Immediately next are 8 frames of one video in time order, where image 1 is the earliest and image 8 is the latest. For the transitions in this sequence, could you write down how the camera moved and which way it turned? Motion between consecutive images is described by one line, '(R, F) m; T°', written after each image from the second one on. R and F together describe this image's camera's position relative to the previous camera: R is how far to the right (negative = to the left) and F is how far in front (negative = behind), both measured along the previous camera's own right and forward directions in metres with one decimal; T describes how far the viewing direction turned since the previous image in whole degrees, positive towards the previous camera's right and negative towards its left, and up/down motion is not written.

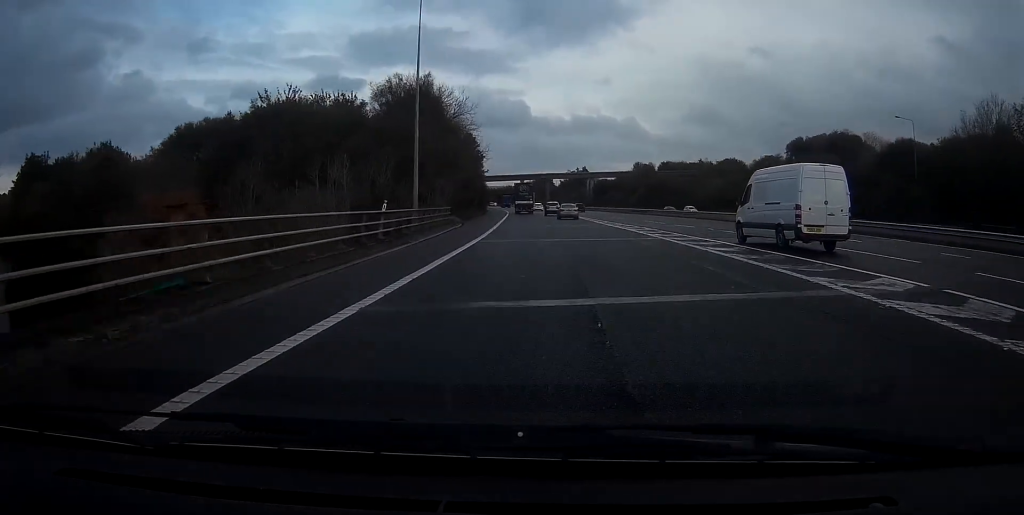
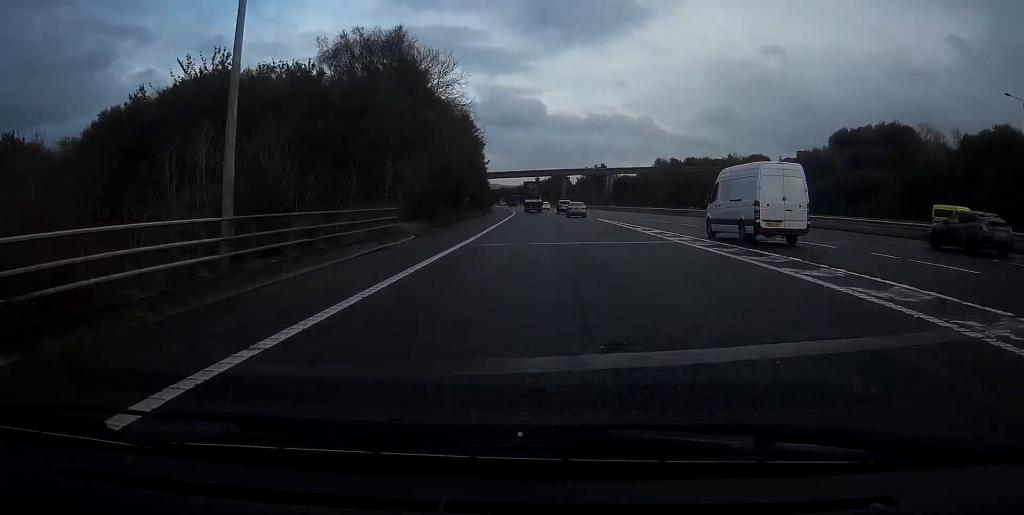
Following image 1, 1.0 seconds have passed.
(-0.2, +21.9) m; -1°
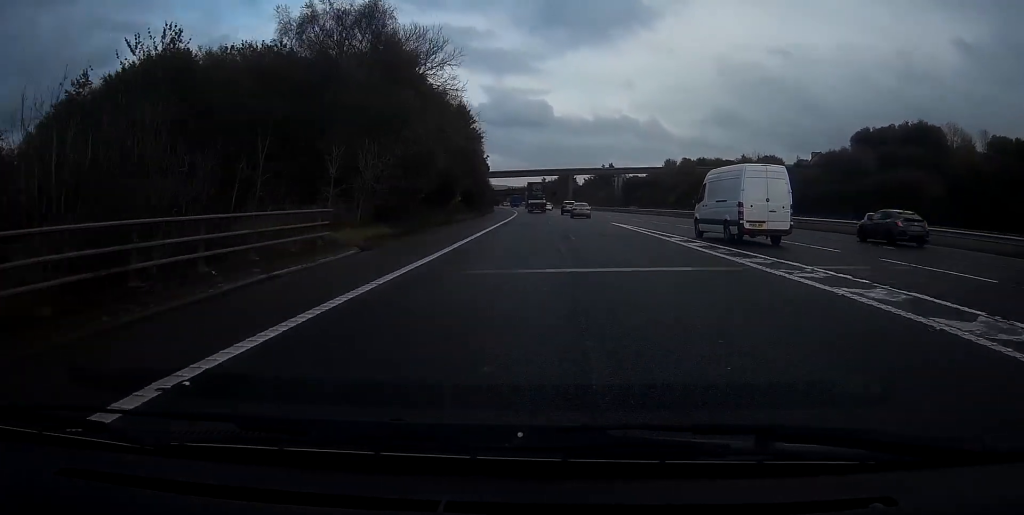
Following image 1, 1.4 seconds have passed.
(0.0, +9.7) m; -1°
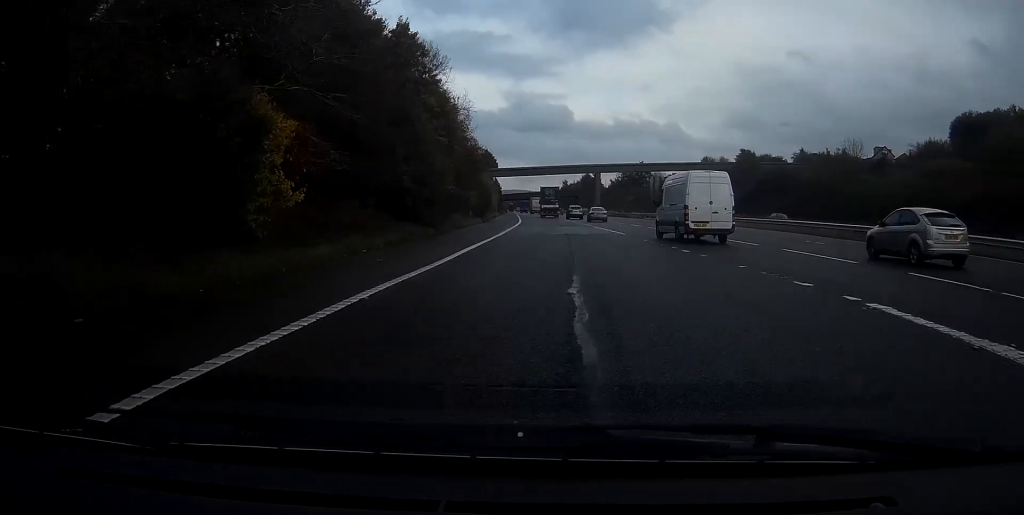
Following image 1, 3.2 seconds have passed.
(-1.1, +39.7) m; -3°
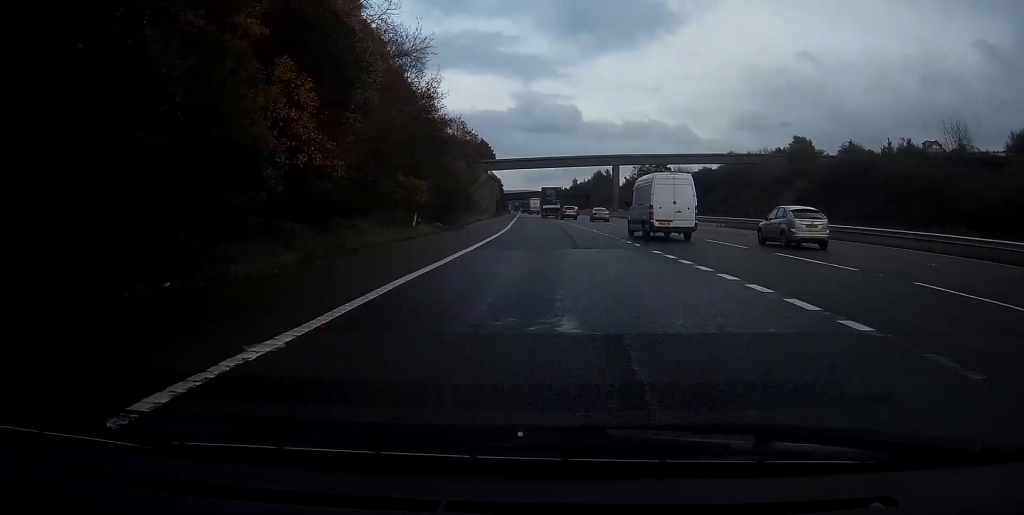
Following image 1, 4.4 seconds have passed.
(-0.4, +28.6) m; -1°
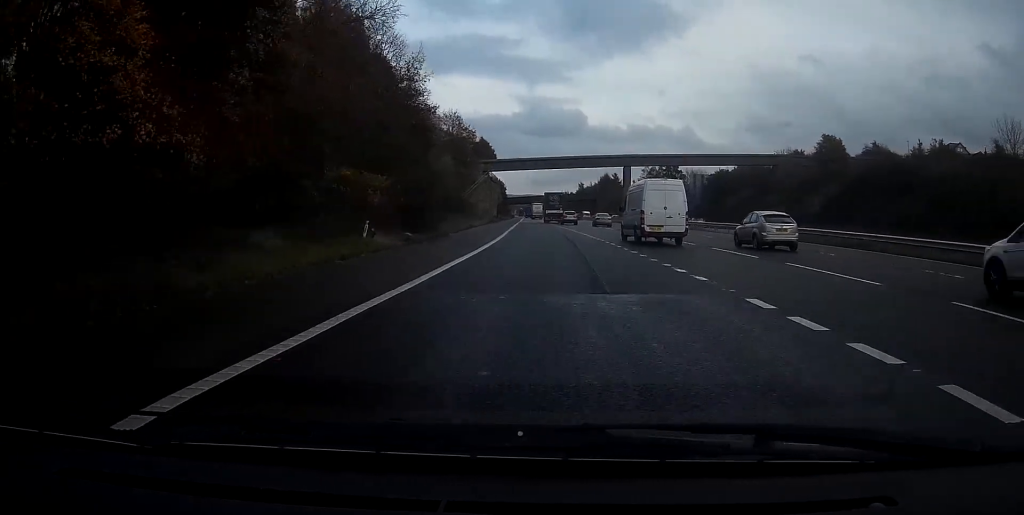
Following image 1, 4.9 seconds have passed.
(0.0, +10.6) m; 0°
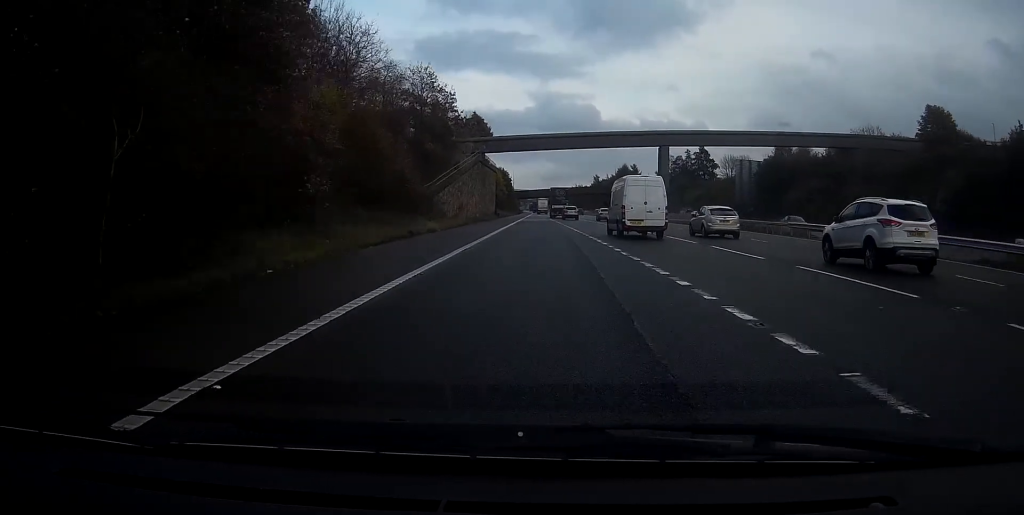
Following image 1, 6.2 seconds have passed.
(-0.3, +29.4) m; -1°
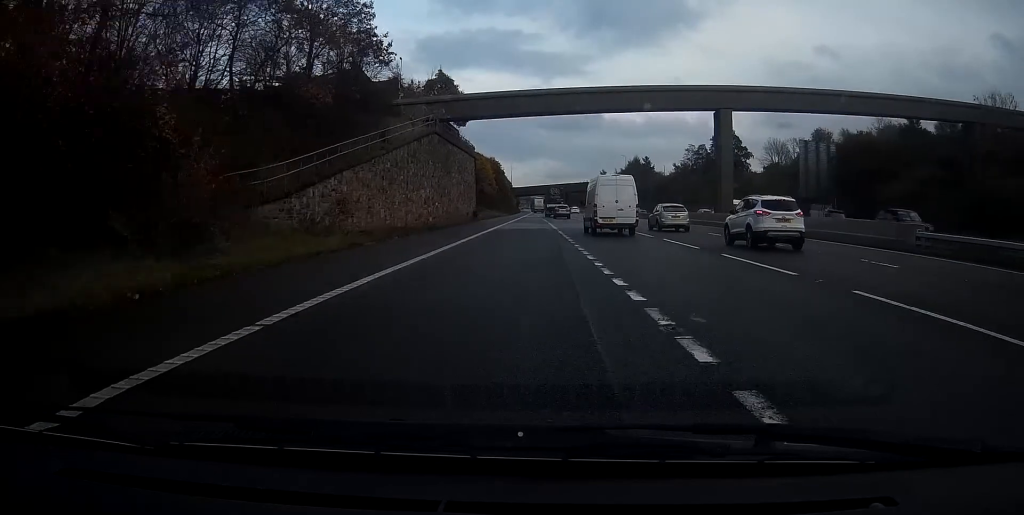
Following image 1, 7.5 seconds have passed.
(0.0, +31.9) m; 0°
